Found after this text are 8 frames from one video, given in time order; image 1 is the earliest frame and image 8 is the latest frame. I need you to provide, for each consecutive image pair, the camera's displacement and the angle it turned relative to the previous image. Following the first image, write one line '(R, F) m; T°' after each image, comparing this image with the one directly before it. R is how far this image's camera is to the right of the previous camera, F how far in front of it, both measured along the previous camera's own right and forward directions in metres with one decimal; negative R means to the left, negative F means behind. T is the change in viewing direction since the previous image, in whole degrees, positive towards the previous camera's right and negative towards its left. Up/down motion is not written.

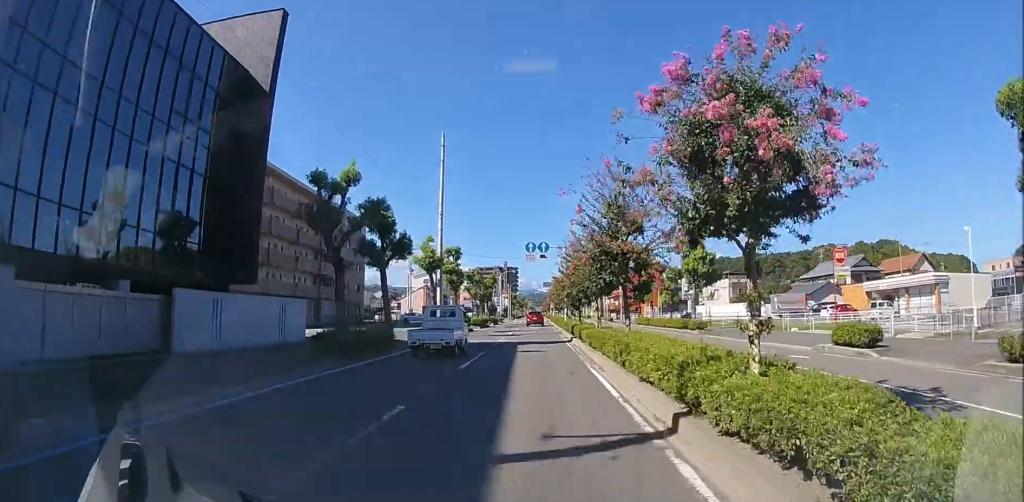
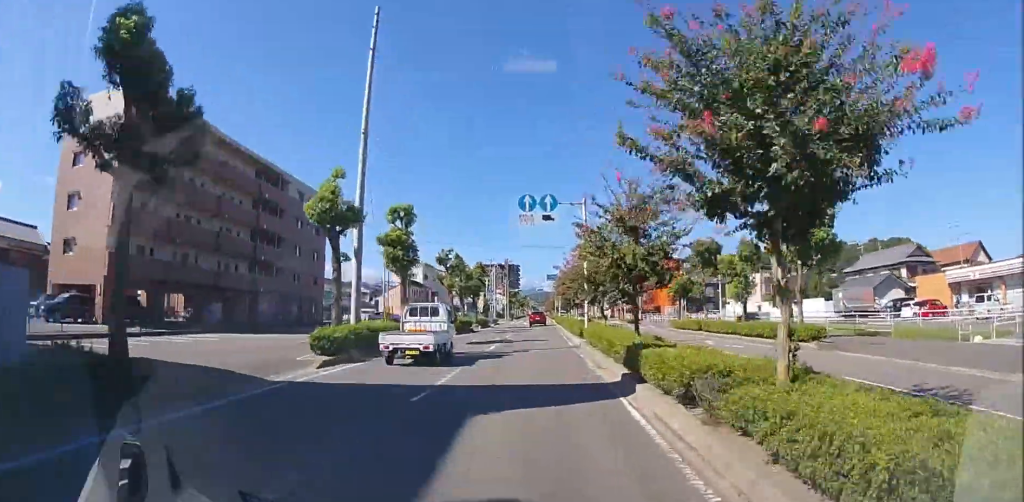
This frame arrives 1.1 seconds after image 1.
(0.0, +14.4) m; 0°
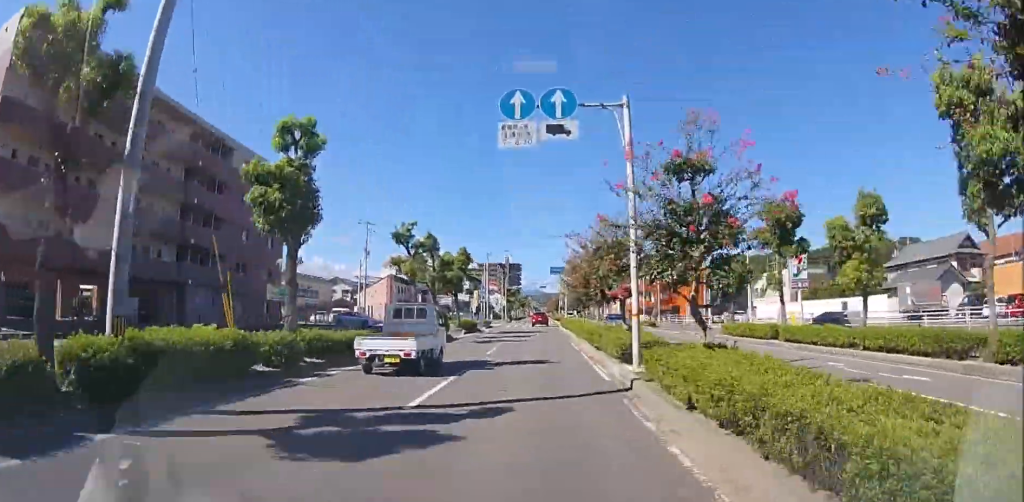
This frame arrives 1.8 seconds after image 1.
(0.0, +10.4) m; 0°
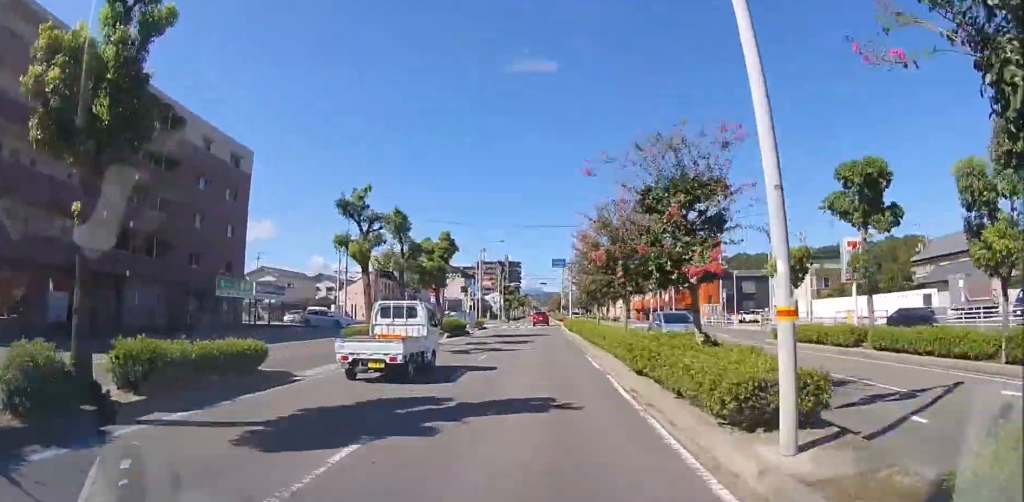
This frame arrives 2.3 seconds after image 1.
(0.0, +6.9) m; 0°
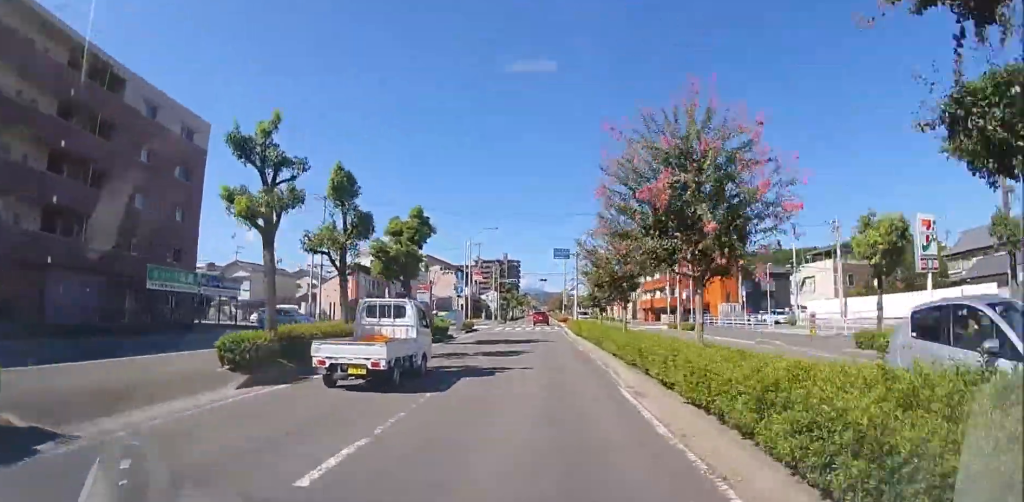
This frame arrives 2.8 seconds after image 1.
(0.0, +6.5) m; 0°
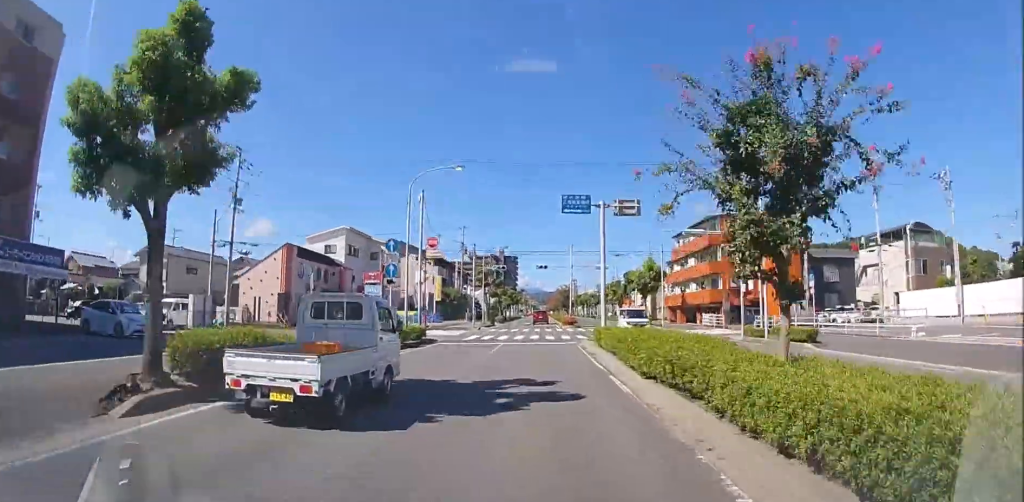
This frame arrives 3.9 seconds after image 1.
(0.0, +15.9) m; 0°
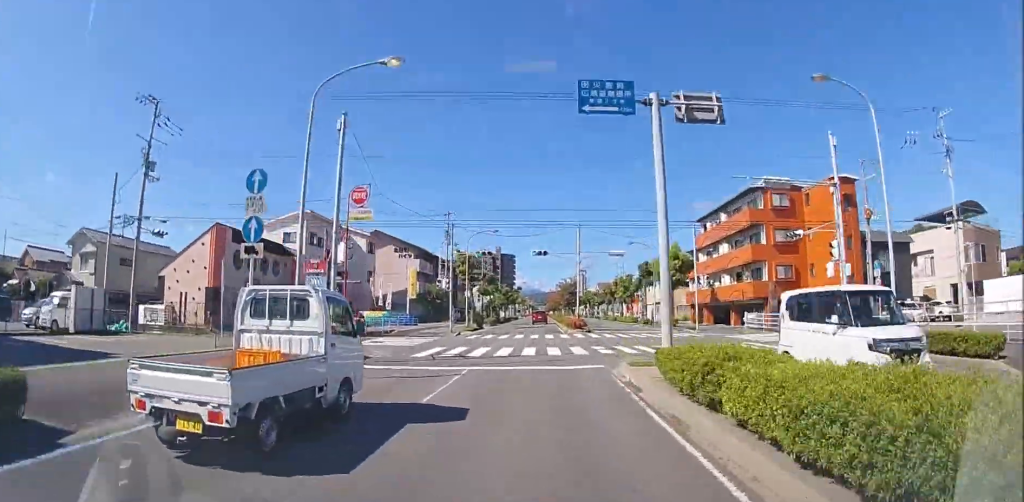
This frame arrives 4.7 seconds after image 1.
(0.0, +10.4) m; 0°
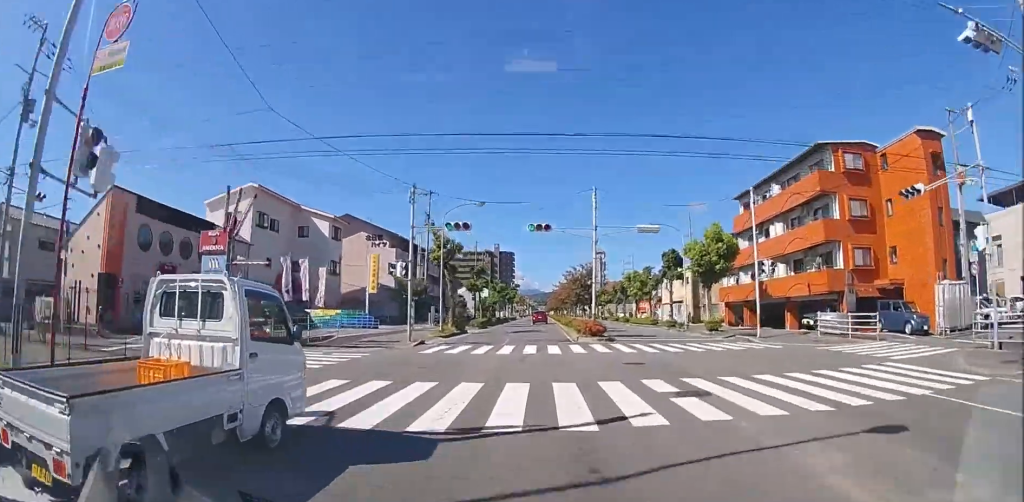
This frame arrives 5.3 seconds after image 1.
(0.0, +9.6) m; 0°
